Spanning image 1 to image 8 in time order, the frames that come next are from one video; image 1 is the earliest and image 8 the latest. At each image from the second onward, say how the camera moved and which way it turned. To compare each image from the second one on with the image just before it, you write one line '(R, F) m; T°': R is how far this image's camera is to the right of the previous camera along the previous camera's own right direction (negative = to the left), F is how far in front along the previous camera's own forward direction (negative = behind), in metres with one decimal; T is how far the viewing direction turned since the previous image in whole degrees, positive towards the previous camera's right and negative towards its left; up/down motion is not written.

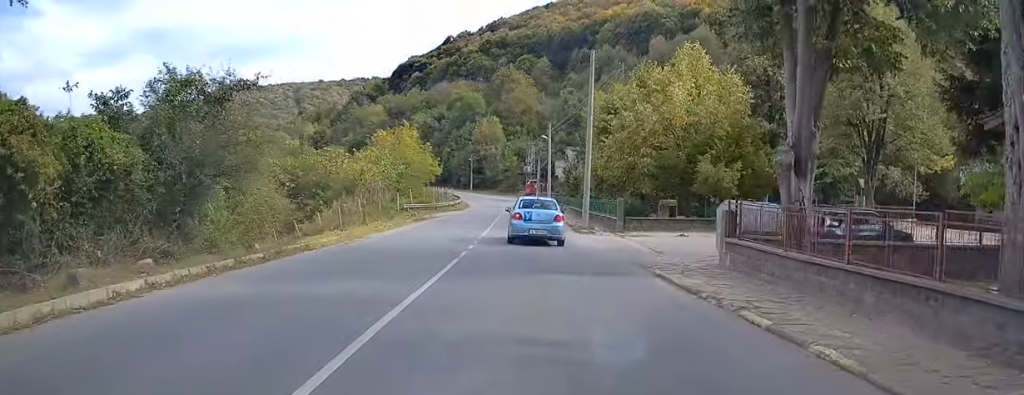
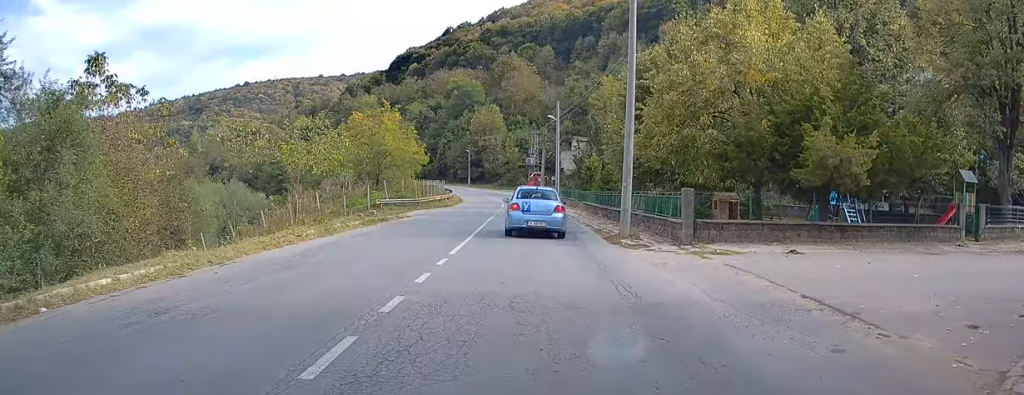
(+0.1, +11.2) m; +1°
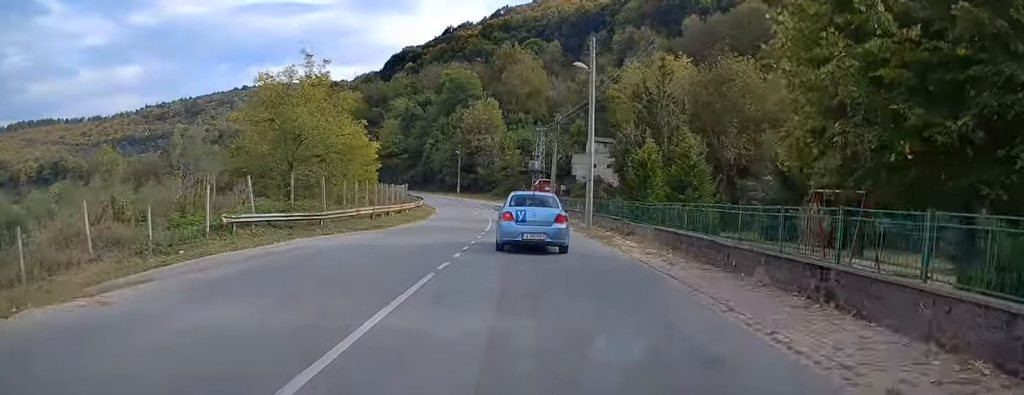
(+0.1, +23.6) m; -1°
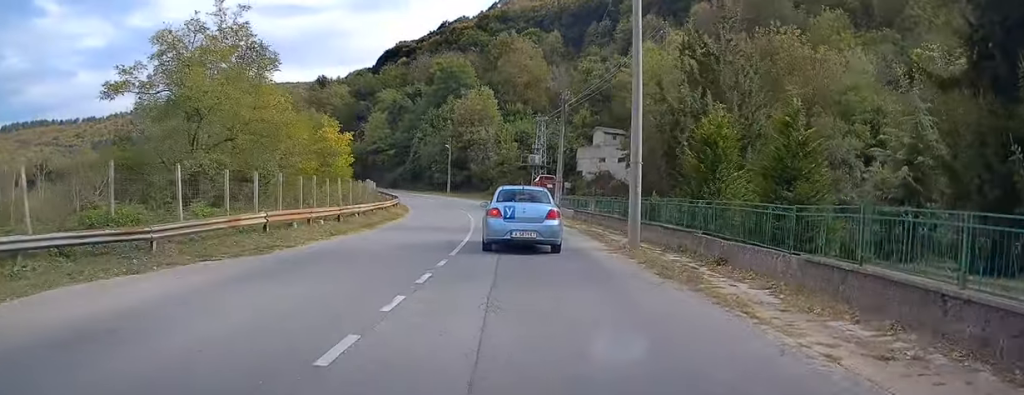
(-0.1, +11.6) m; -1°
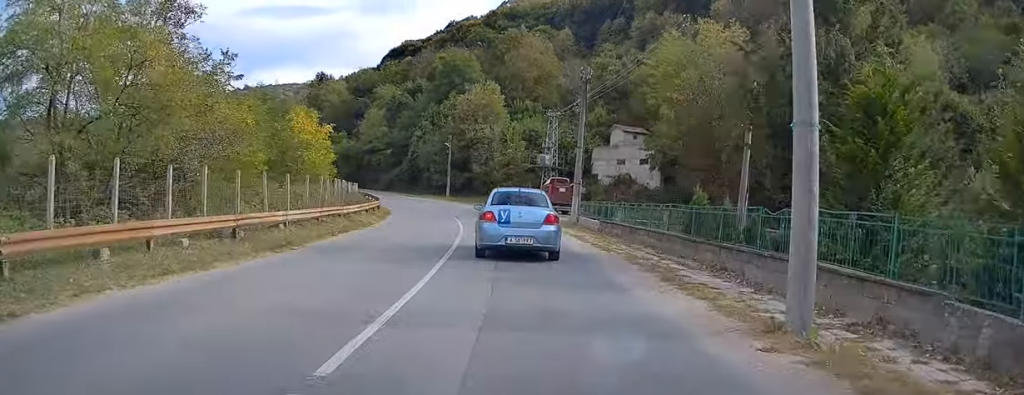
(0.0, +9.5) m; -1°
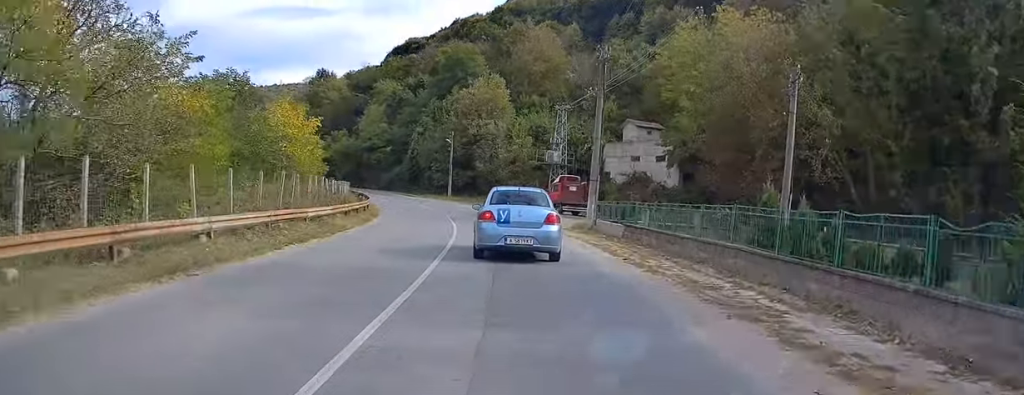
(+0.1, +5.1) m; -1°
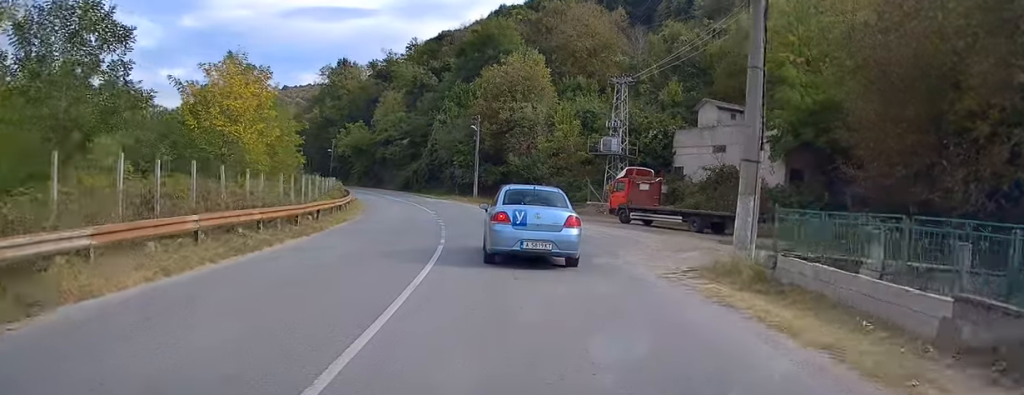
(-0.4, +16.3) m; -2°
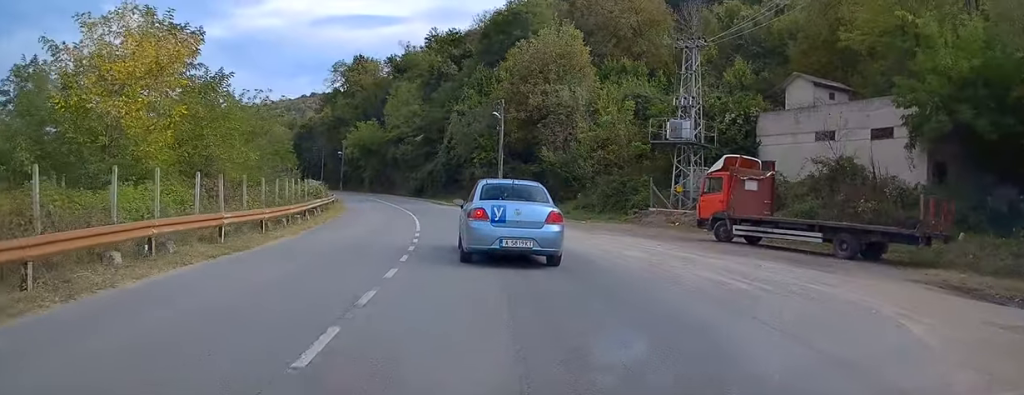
(-0.2, +13.2) m; -3°
